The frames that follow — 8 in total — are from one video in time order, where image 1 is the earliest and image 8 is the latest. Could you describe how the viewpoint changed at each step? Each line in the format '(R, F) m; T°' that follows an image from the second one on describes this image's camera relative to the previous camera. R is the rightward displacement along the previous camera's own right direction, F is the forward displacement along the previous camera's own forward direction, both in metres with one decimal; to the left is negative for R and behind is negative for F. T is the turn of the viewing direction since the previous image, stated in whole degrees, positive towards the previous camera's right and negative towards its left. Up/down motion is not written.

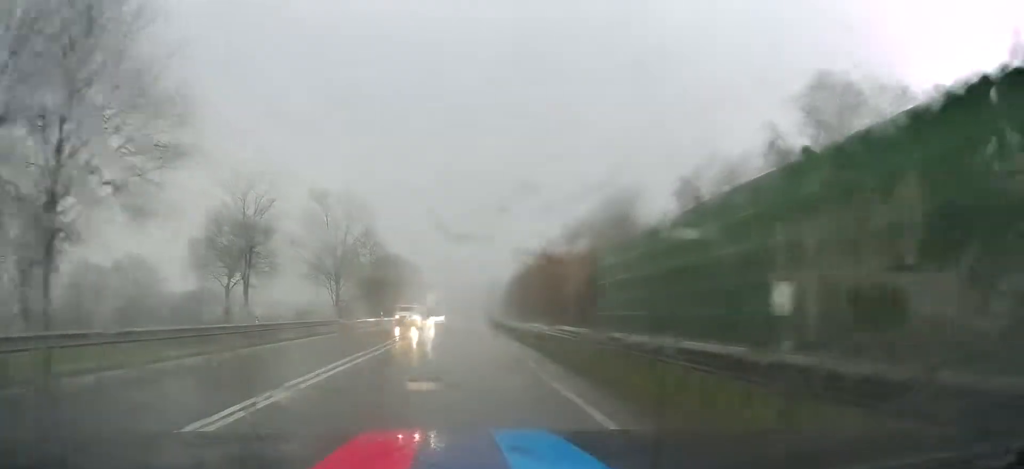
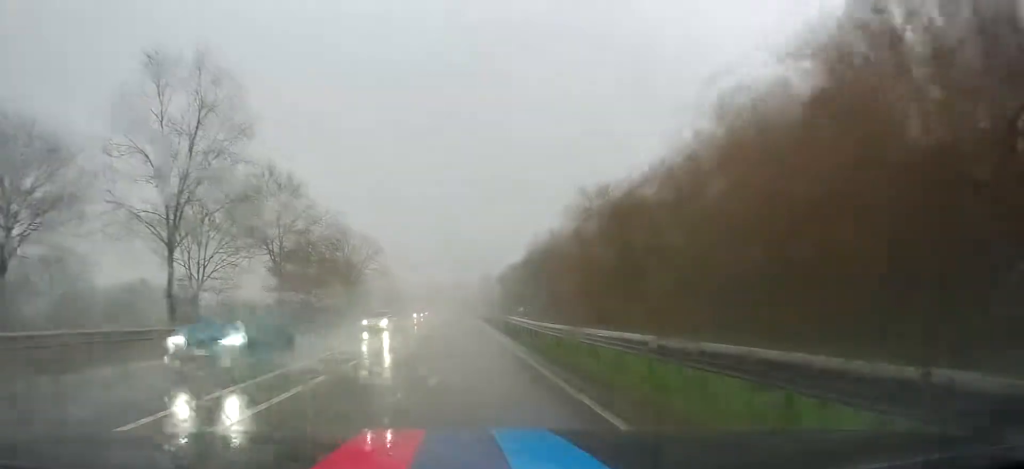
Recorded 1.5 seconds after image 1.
(+0.2, +34.6) m; +2°
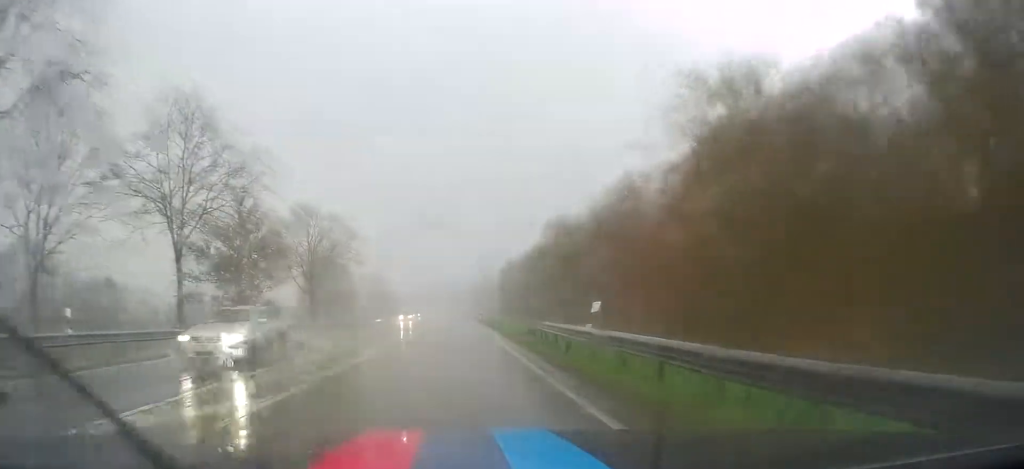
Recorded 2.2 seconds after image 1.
(+0.1, +14.9) m; 0°
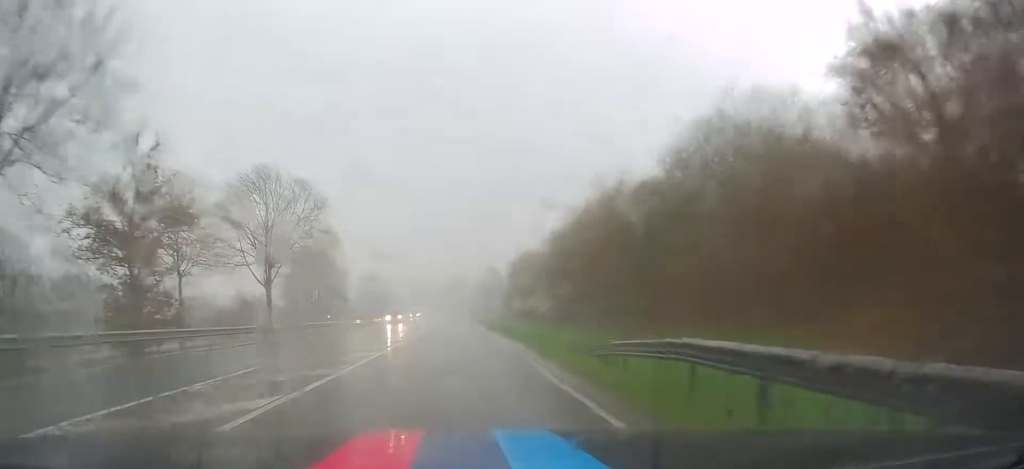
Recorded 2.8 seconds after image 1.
(+0.1, +13.0) m; 0°
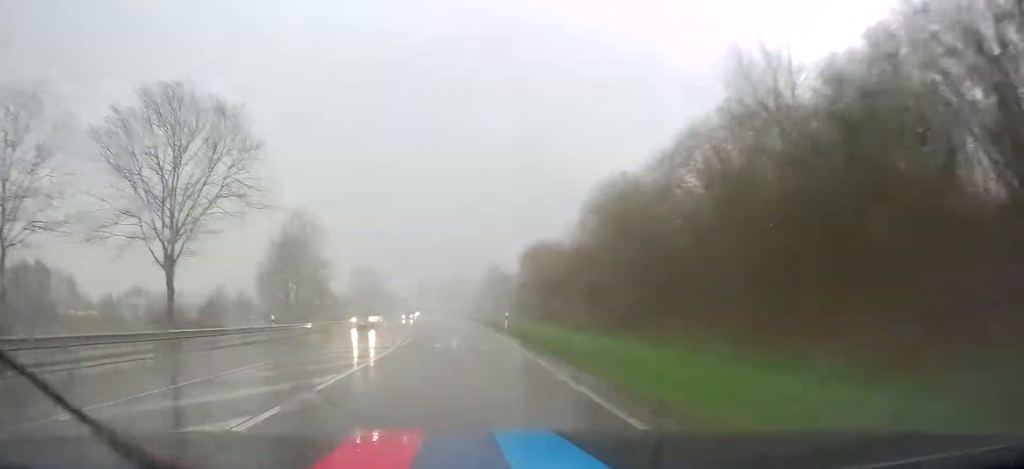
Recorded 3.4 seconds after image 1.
(-0.2, +14.7) m; 0°
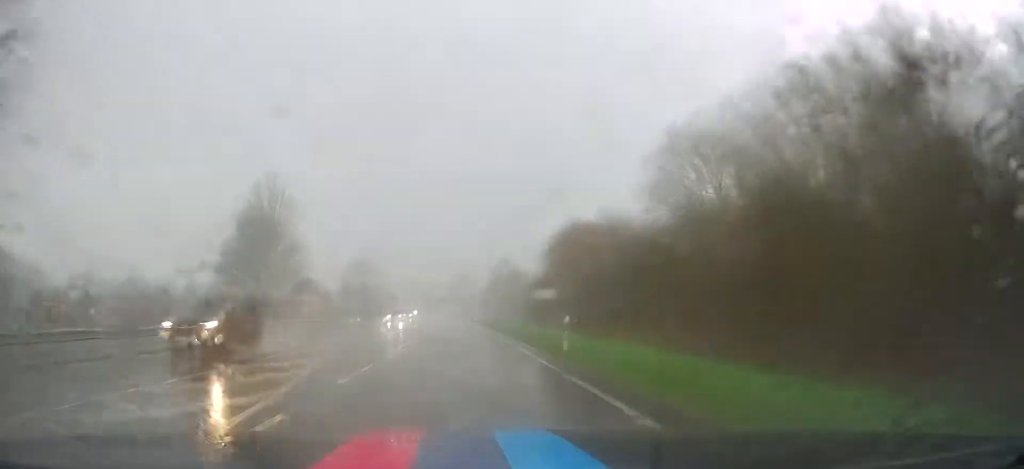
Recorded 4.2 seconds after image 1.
(+0.1, +17.7) m; 0°
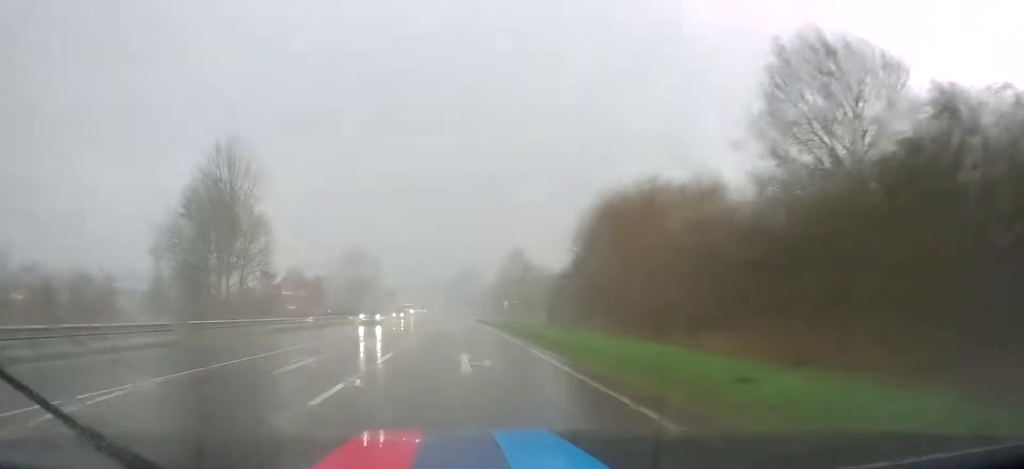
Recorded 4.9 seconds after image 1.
(+0.1, +14.4) m; 0°
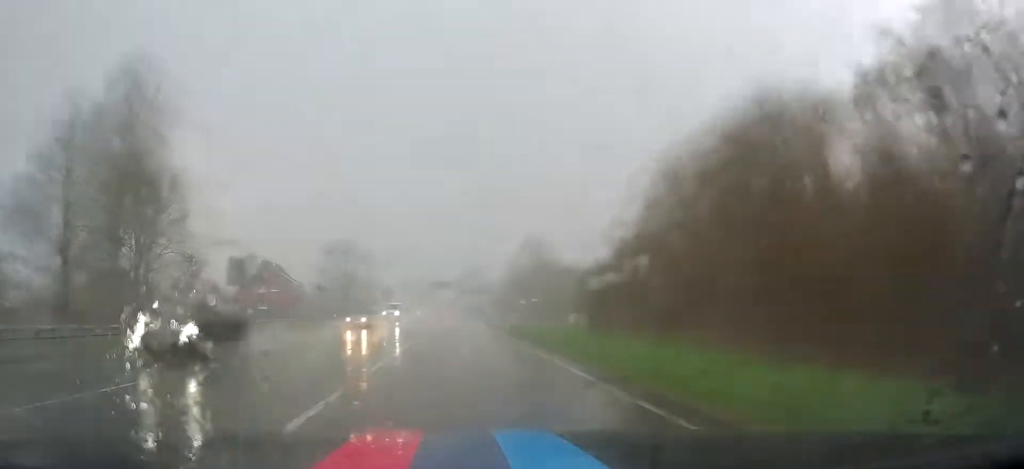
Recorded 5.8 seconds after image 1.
(-0.1, +19.9) m; -1°
